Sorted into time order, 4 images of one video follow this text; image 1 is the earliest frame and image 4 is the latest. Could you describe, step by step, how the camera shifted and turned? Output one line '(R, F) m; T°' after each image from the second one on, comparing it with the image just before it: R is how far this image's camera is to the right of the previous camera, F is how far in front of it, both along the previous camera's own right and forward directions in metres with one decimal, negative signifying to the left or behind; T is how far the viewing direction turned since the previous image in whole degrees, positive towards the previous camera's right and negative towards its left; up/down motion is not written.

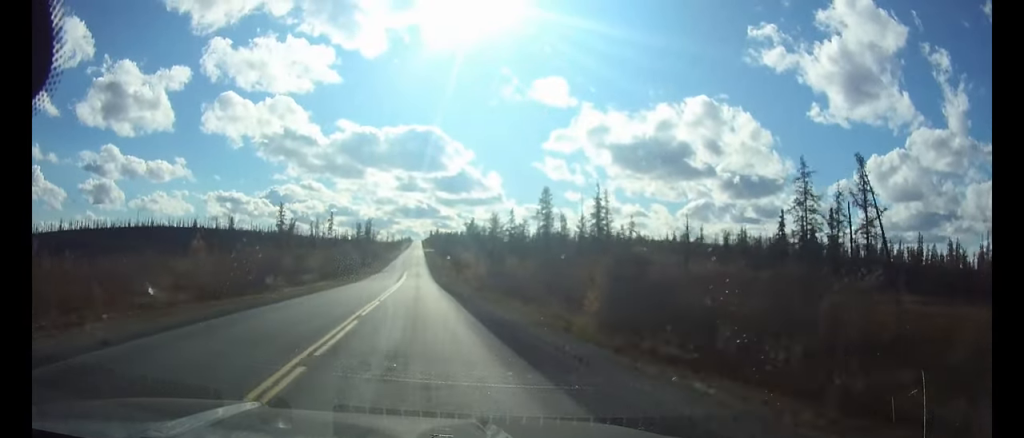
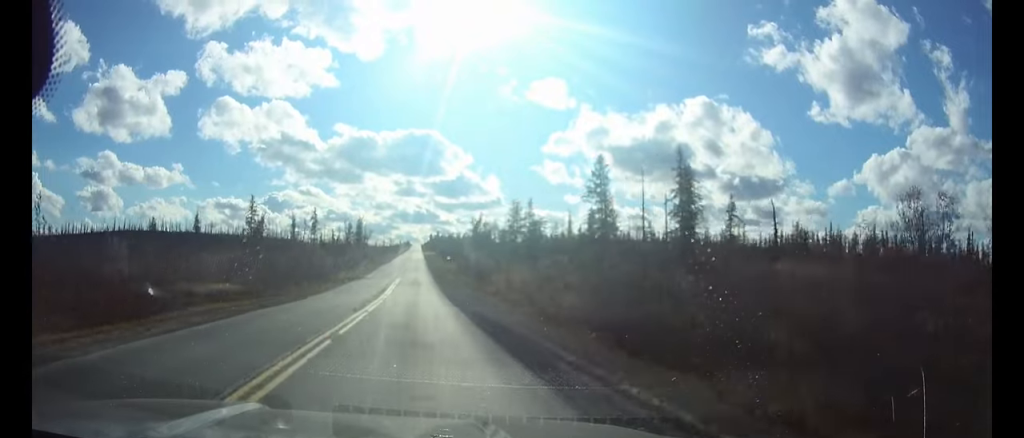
(0.0, +31.1) m; 0°
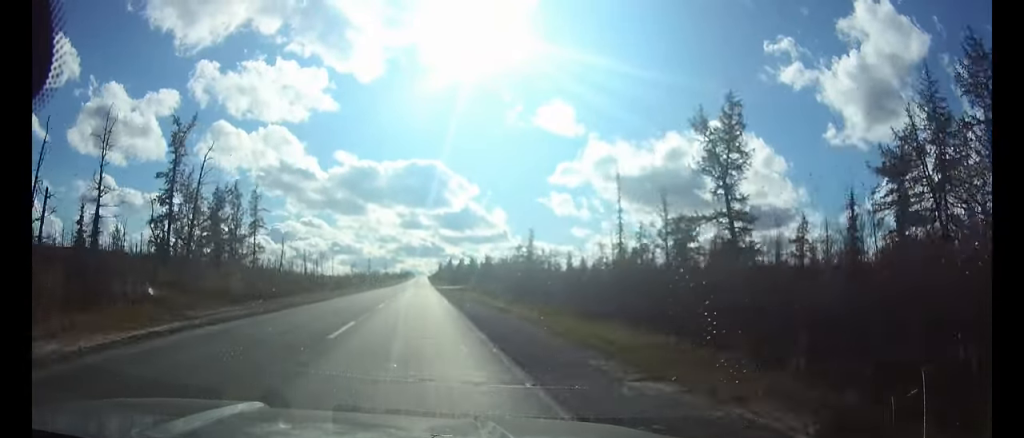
(-0.6, +138.4) m; 0°
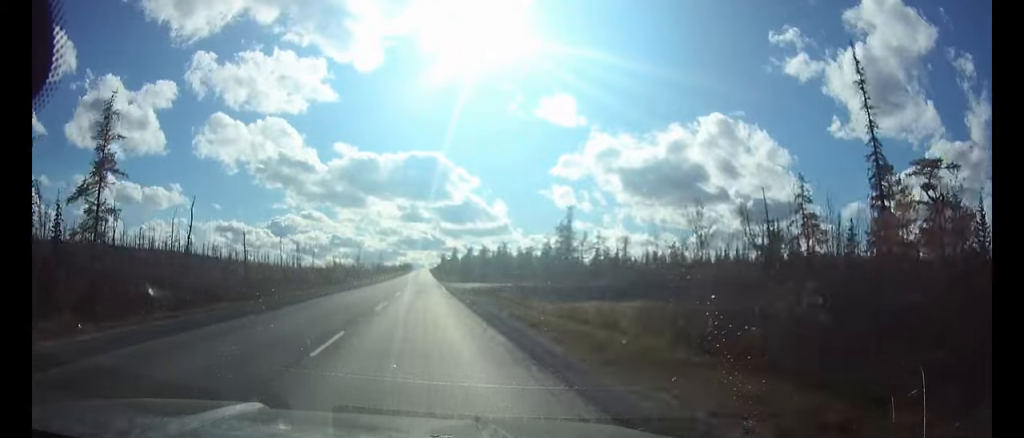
(0.0, +39.3) m; 0°
